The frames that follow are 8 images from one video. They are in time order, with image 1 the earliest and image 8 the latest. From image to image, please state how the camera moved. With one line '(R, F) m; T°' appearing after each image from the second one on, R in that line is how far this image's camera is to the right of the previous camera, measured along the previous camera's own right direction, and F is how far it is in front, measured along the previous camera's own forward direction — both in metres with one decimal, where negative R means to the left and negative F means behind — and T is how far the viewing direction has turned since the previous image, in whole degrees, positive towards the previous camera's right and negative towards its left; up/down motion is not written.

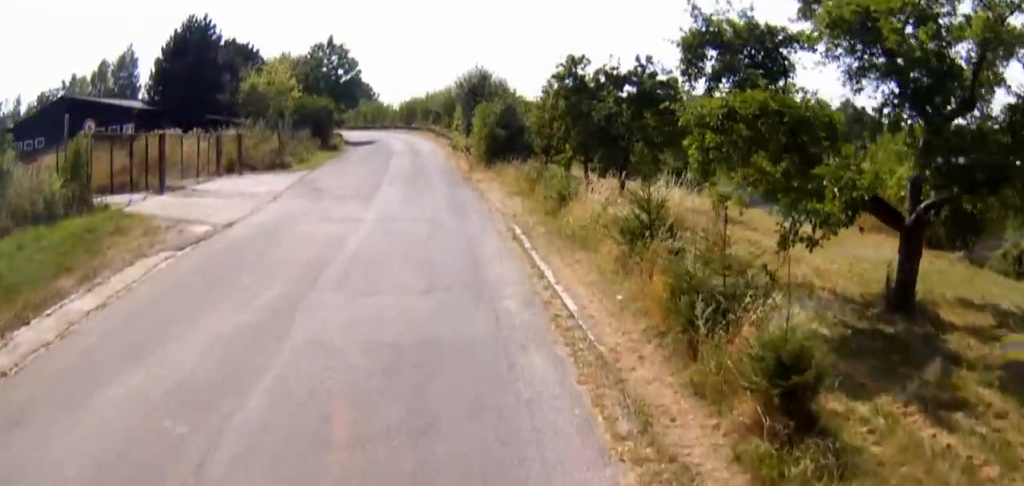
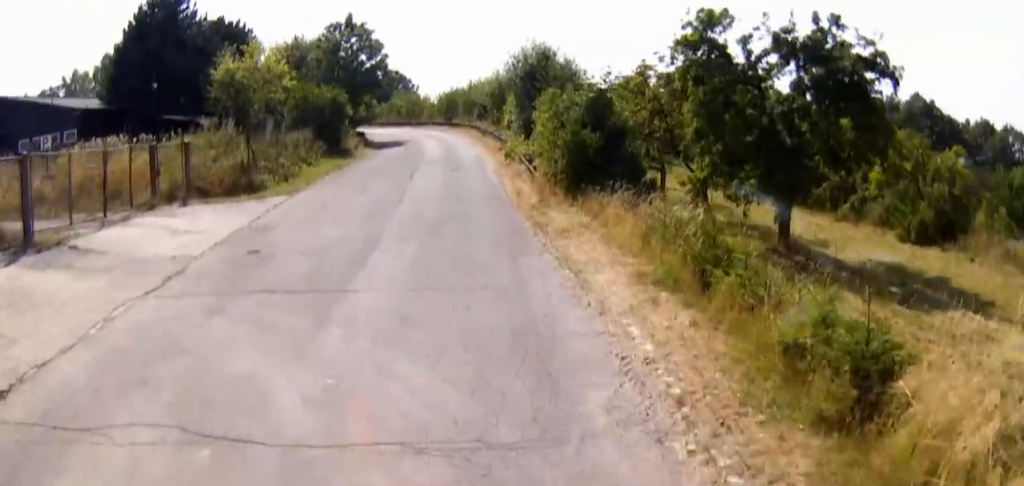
(+0.2, +12.2) m; 0°
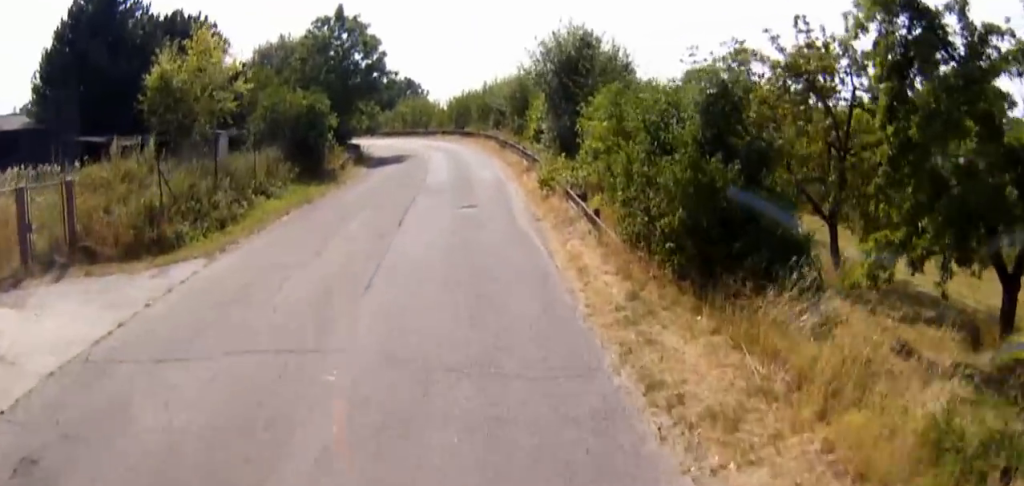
(-0.5, +8.4) m; -3°
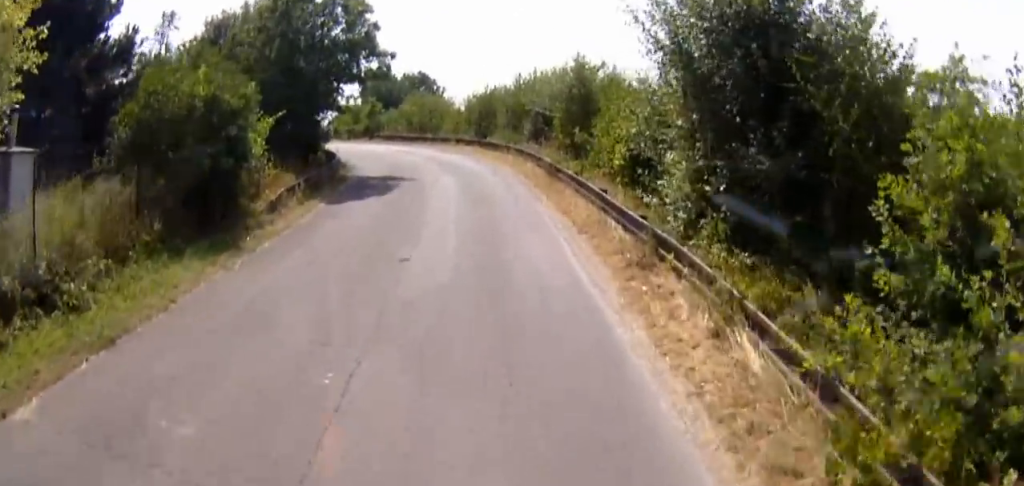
(+0.1, +14.4) m; +2°
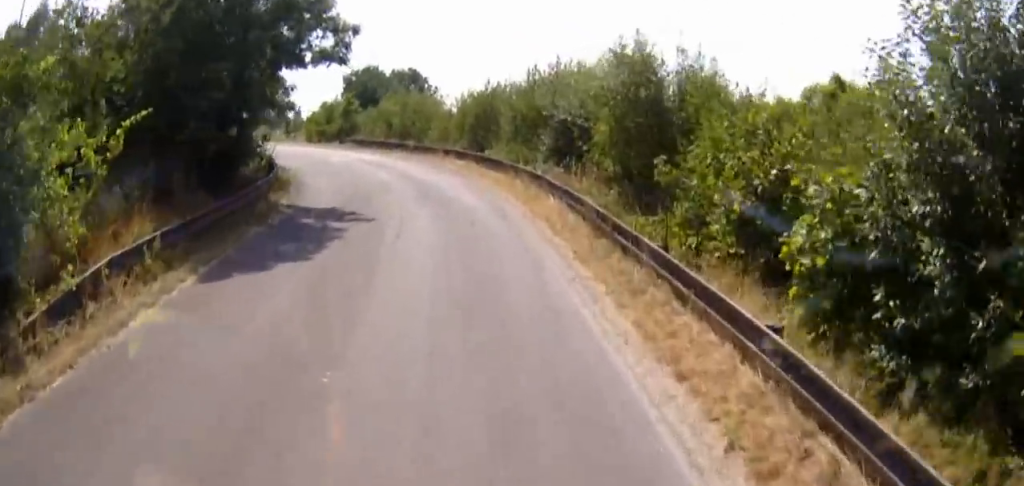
(+0.3, +10.5) m; +2°
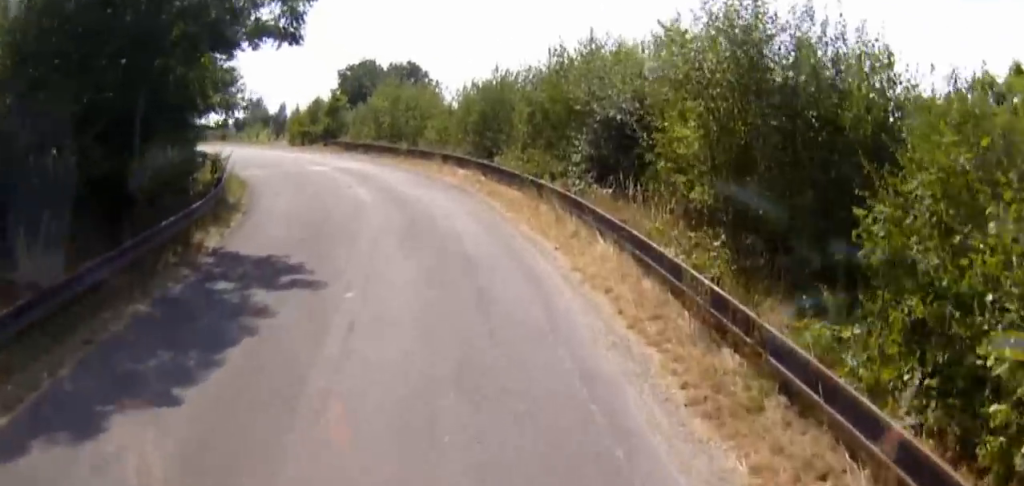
(+0.2, +7.2) m; 0°
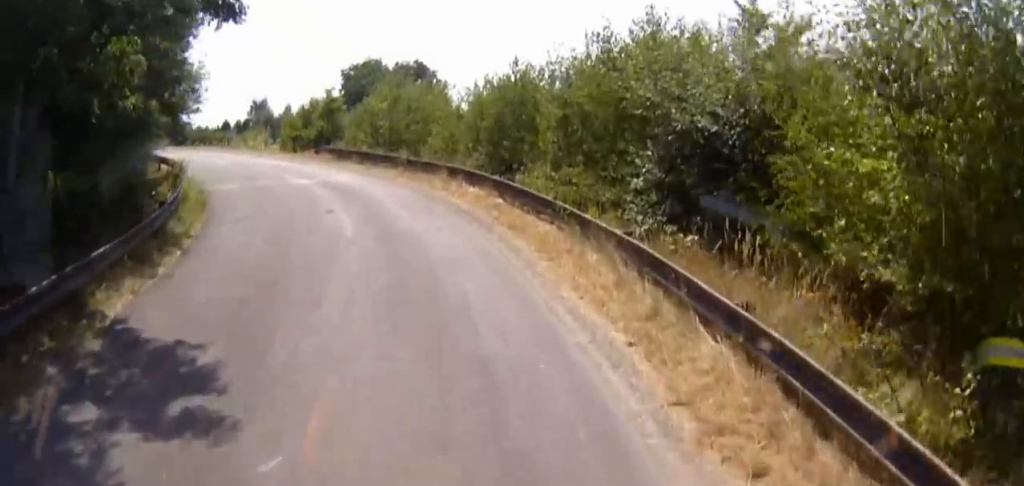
(0.0, +5.5) m; -2°
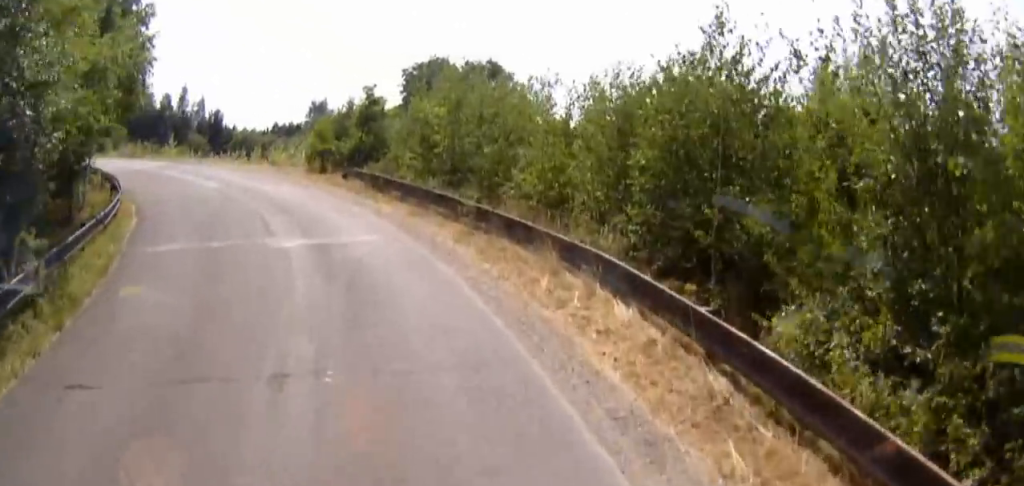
(-0.5, +12.1) m; -8°
